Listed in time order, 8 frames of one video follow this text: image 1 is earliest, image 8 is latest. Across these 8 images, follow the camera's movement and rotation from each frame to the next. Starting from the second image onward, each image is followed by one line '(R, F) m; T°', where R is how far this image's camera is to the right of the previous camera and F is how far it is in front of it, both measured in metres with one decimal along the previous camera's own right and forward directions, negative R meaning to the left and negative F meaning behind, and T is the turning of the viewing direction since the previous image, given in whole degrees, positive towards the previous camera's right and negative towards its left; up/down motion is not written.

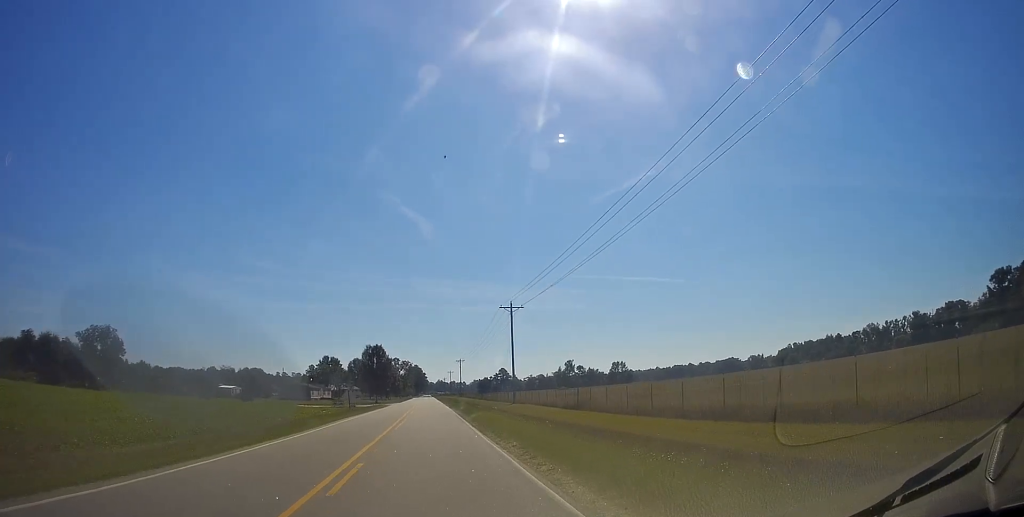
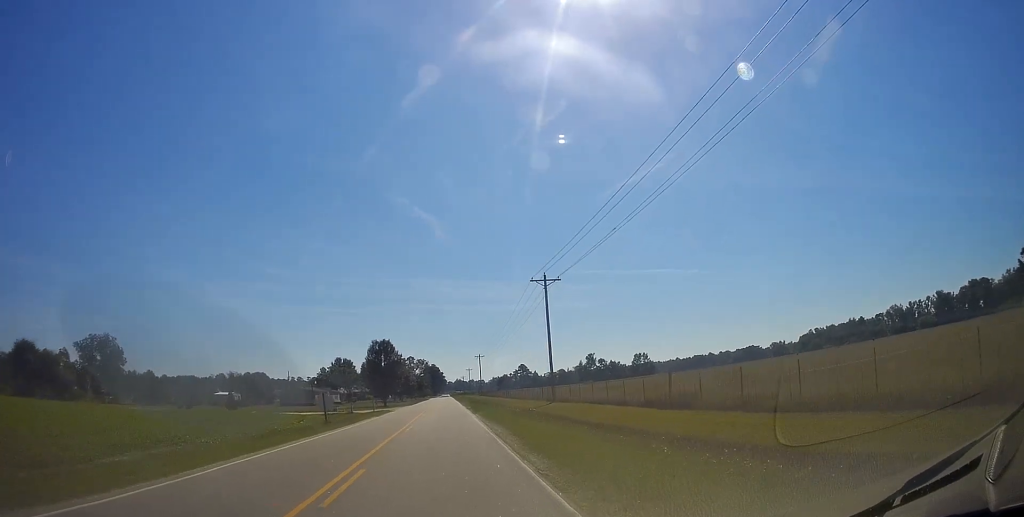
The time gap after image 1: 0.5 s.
(+0.3, +12.4) m; -2°
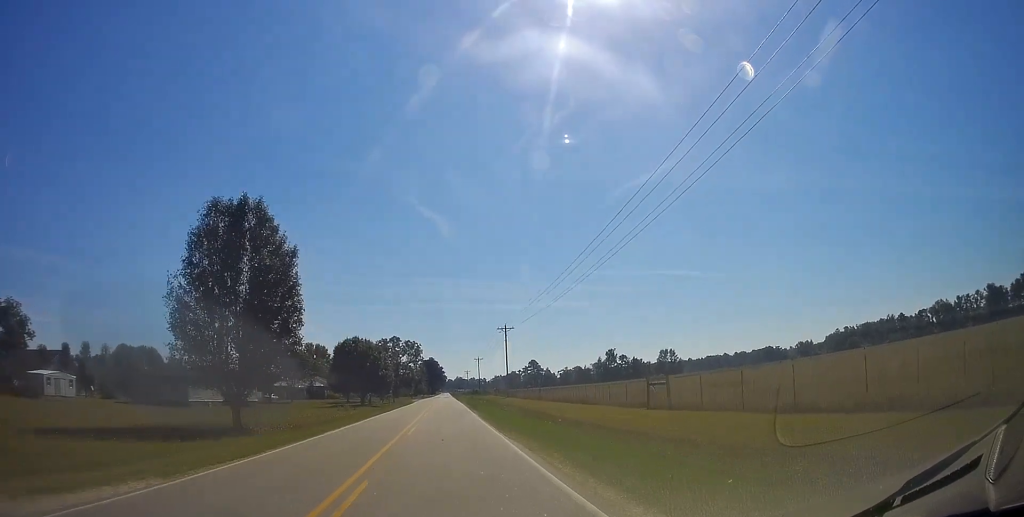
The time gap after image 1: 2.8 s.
(-3.7, +60.9) m; -4°
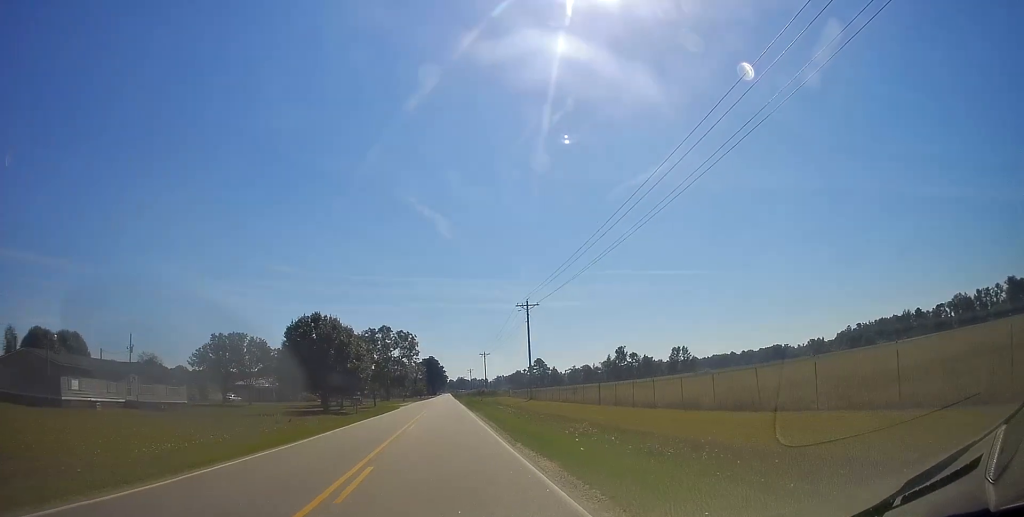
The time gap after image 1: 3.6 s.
(-0.4, +22.5) m; 0°
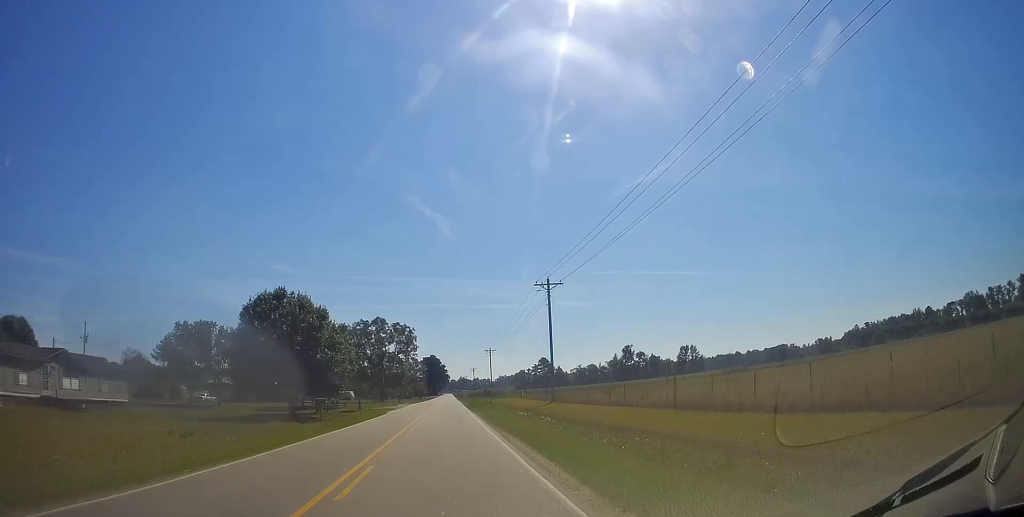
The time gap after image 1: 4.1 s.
(+0.1, +11.7) m; 0°
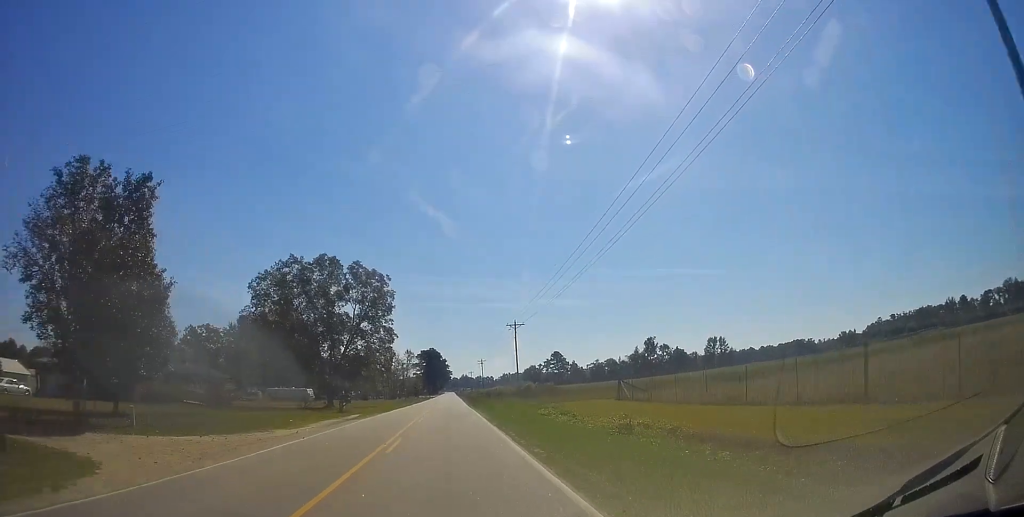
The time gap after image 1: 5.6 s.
(+0.3, +42.9) m; 0°
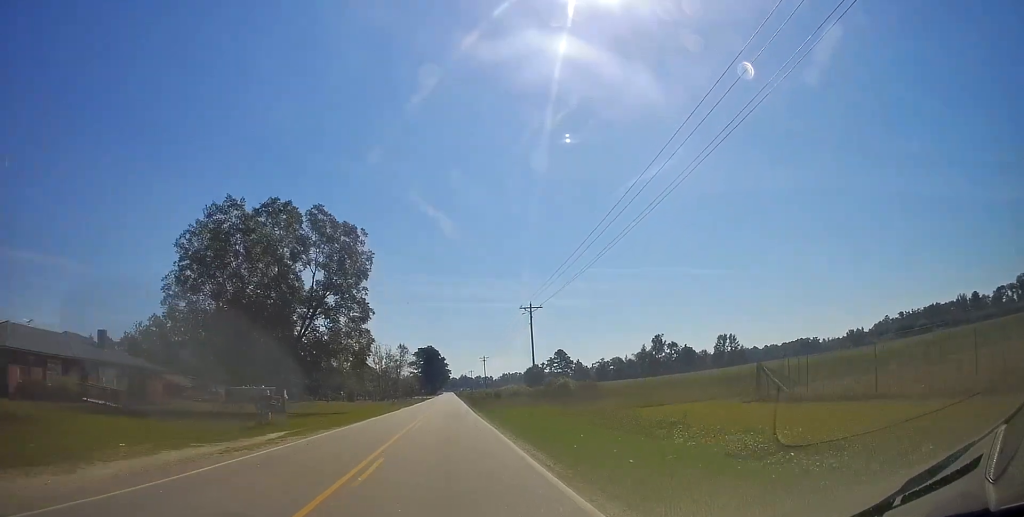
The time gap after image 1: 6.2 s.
(0.0, +15.8) m; 0°
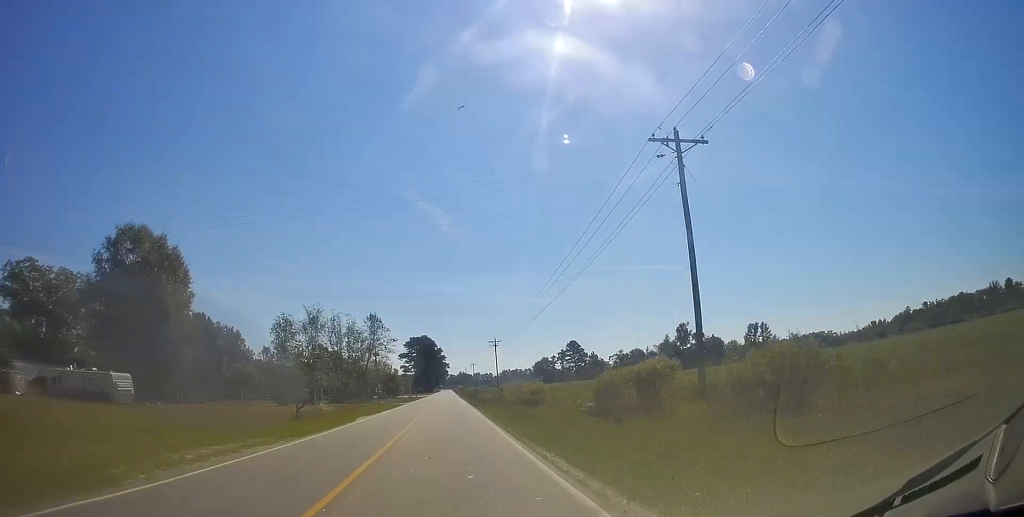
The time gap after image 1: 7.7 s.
(-0.4, +41.7) m; -1°
